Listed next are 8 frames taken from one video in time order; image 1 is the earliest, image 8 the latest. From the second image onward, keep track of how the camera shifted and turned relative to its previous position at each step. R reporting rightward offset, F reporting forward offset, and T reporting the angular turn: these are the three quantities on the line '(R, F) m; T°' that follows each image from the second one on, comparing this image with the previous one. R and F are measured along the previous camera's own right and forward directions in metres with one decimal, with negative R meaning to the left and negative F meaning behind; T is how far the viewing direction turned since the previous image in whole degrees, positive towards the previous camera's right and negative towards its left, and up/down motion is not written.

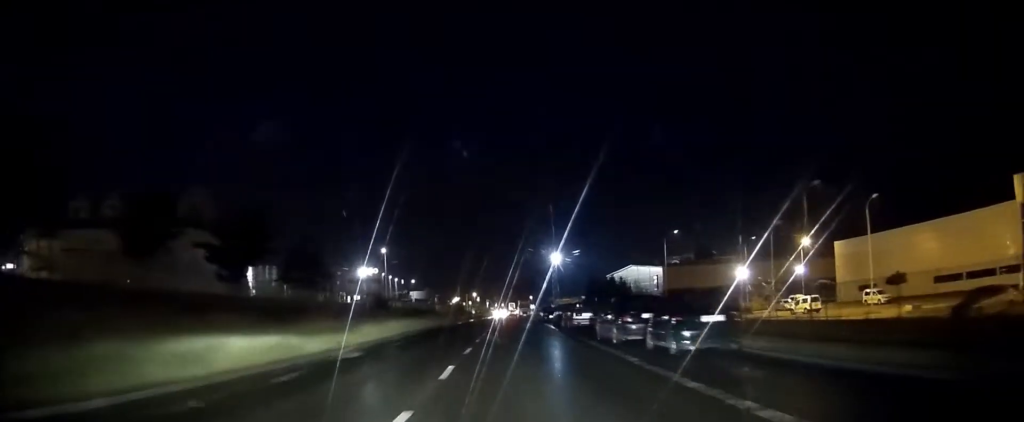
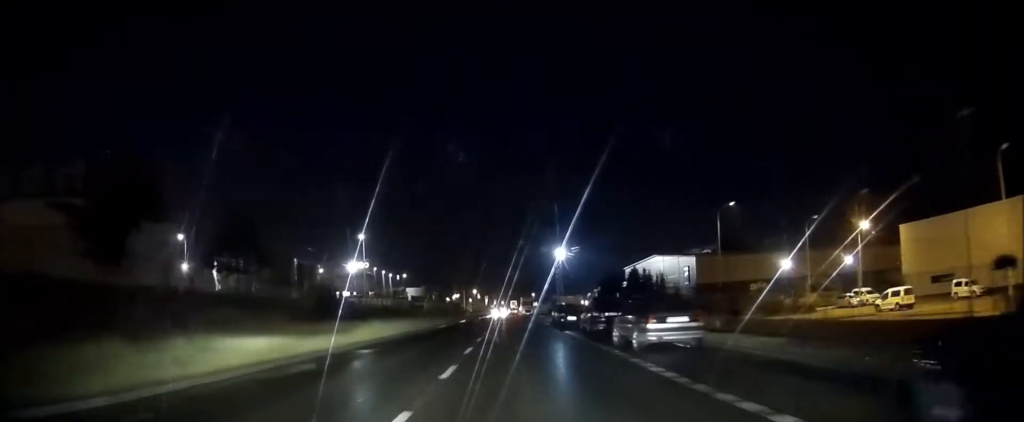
(-0.1, +18.4) m; -1°
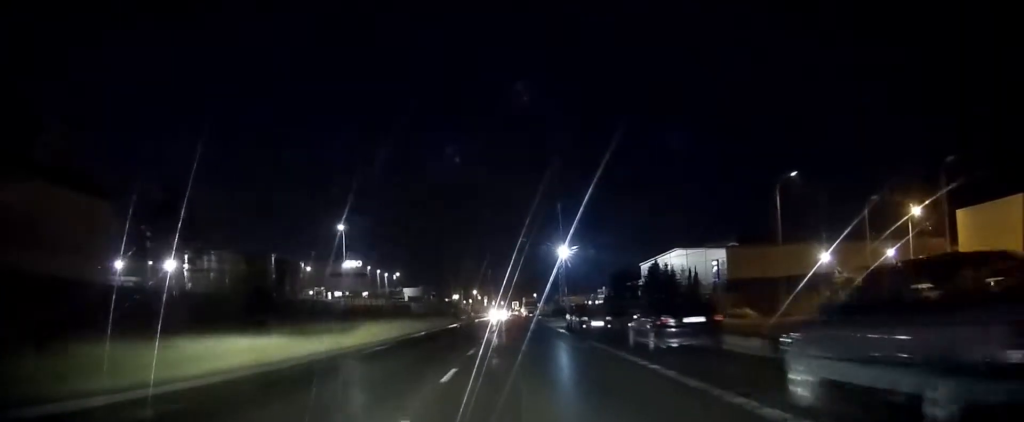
(+0.1, +12.8) m; +1°
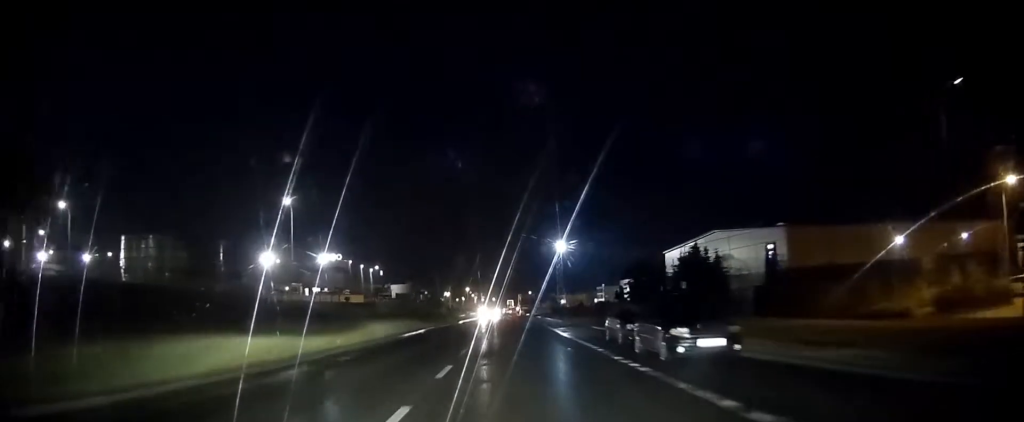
(+0.1, +18.8) m; 0°
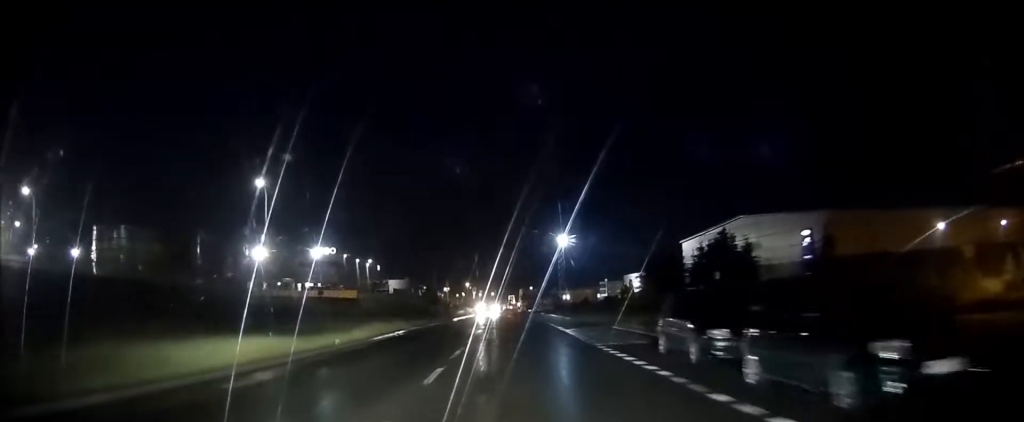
(0.0, +7.4) m; 0°
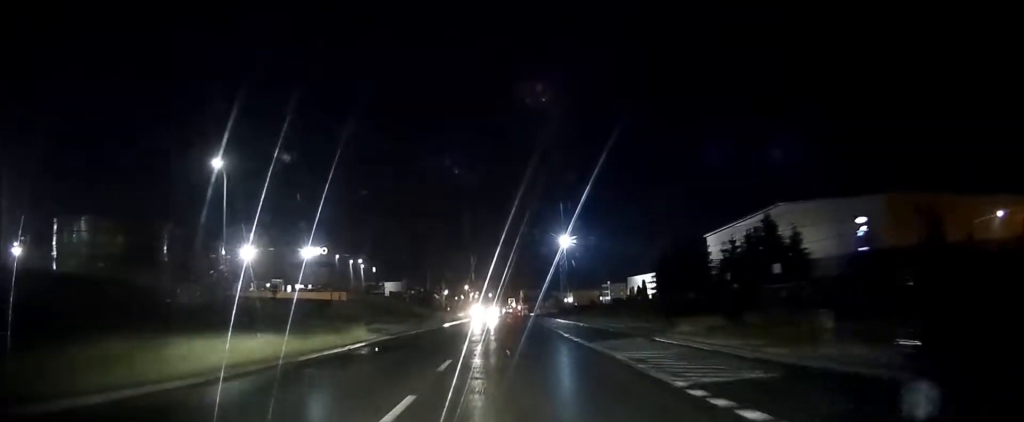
(0.0, +9.0) m; 0°
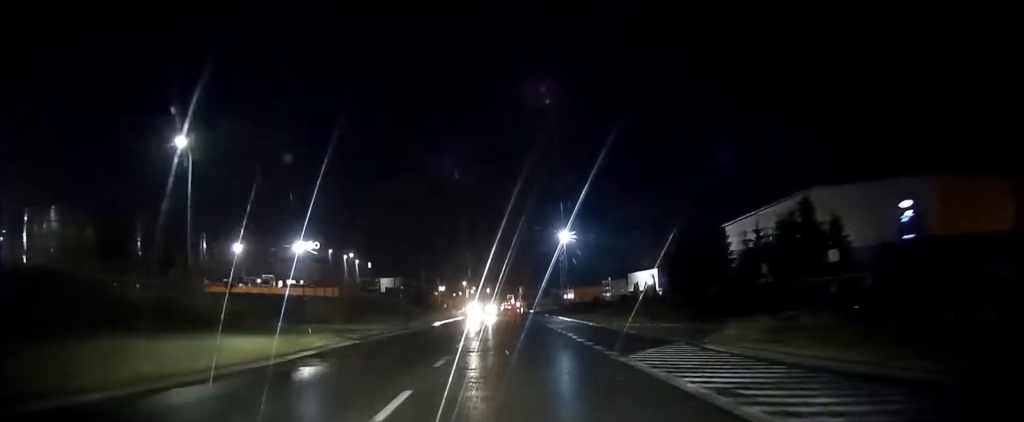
(0.0, +5.9) m; 0°
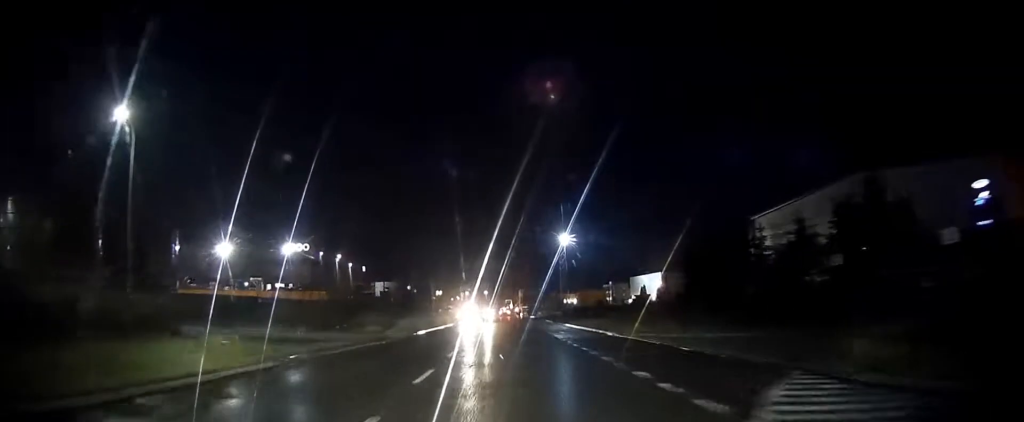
(0.0, +7.9) m; 0°
